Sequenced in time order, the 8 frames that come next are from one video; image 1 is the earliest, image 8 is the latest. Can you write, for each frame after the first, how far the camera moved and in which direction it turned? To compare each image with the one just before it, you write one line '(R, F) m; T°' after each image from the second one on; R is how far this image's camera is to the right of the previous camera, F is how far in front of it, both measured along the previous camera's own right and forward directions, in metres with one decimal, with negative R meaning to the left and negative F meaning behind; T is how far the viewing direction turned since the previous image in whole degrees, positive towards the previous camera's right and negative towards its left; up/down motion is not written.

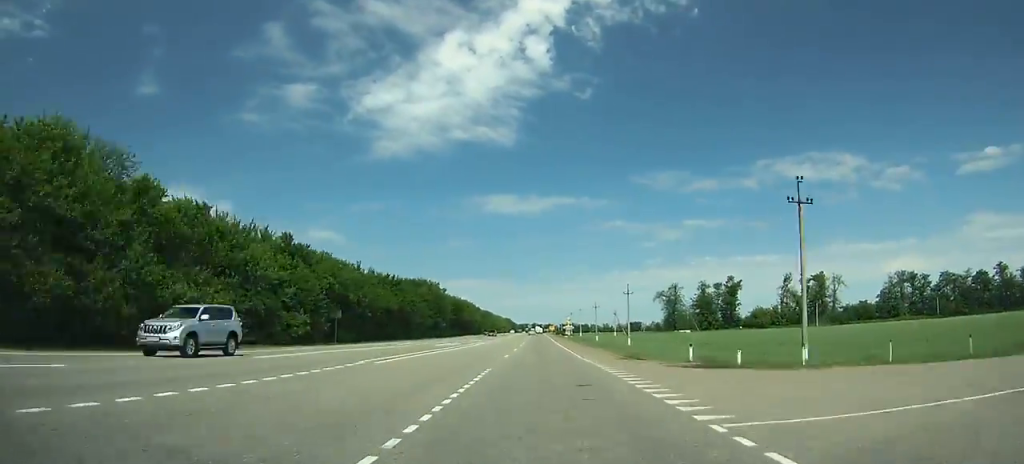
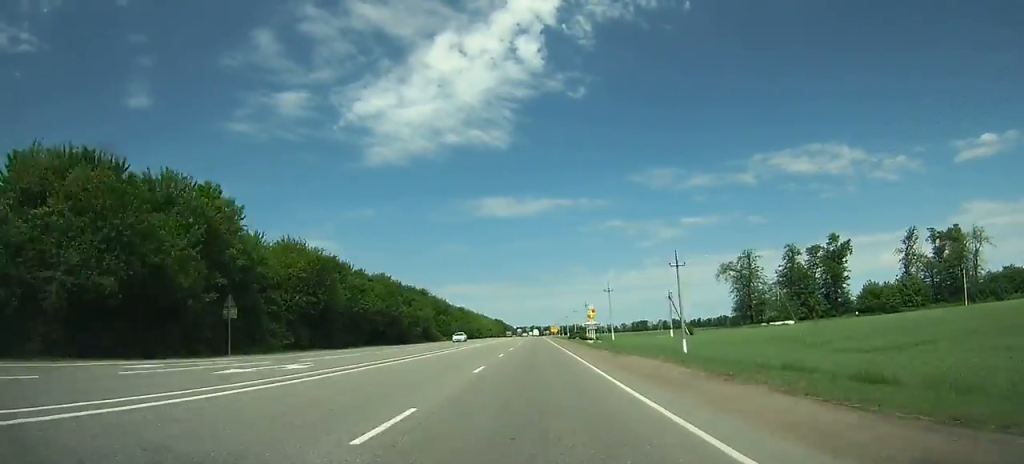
(-0.1, +76.8) m; 0°
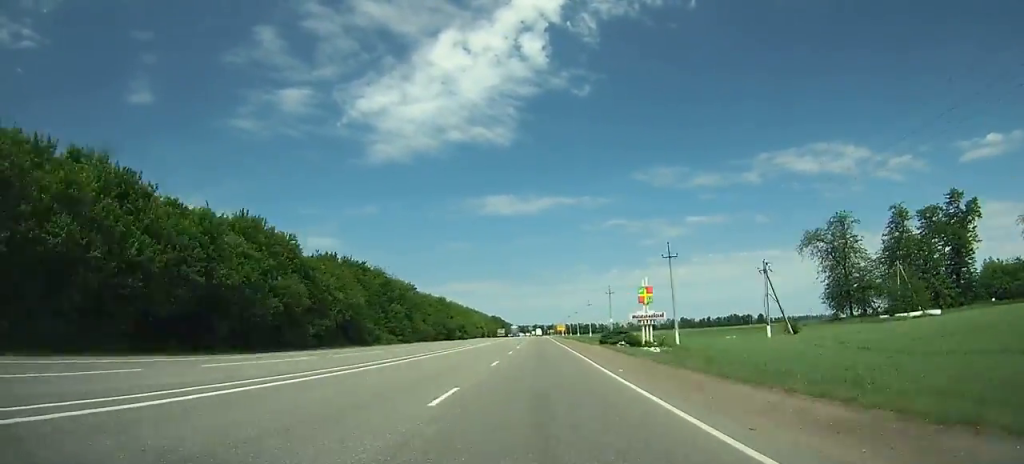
(-0.1, +41.5) m; 0°
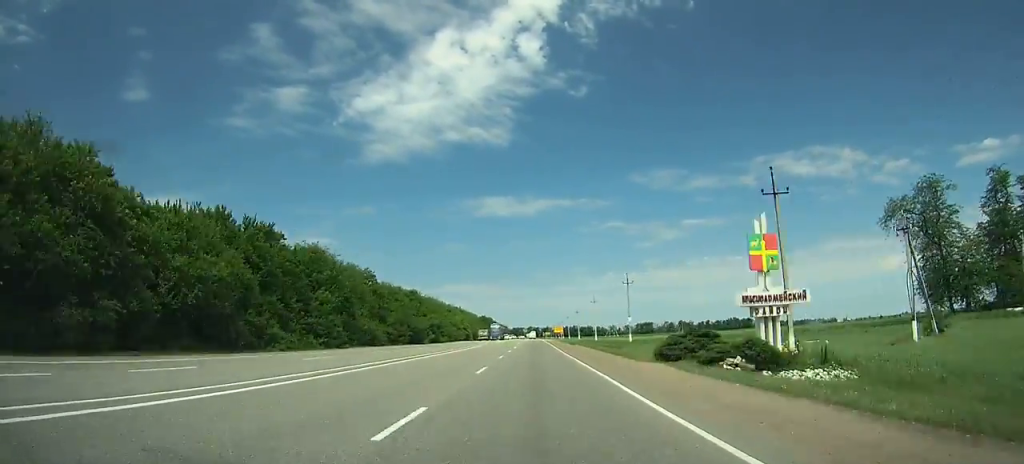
(0.0, +26.8) m; 0°
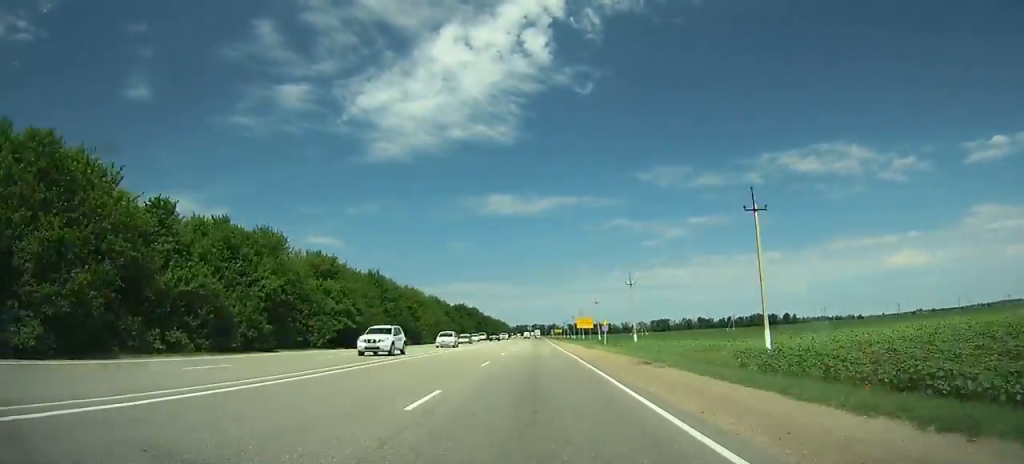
(-0.1, +91.5) m; 0°
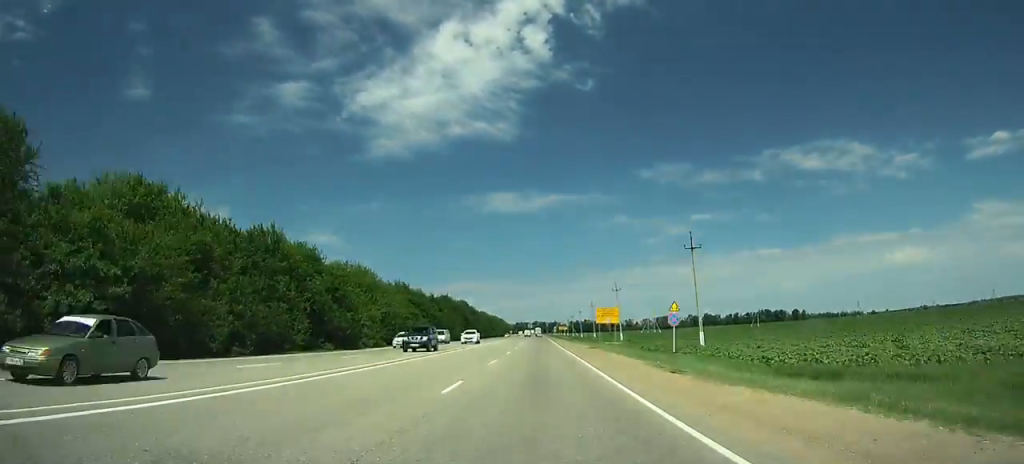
(0.0, +32.5) m; 0°
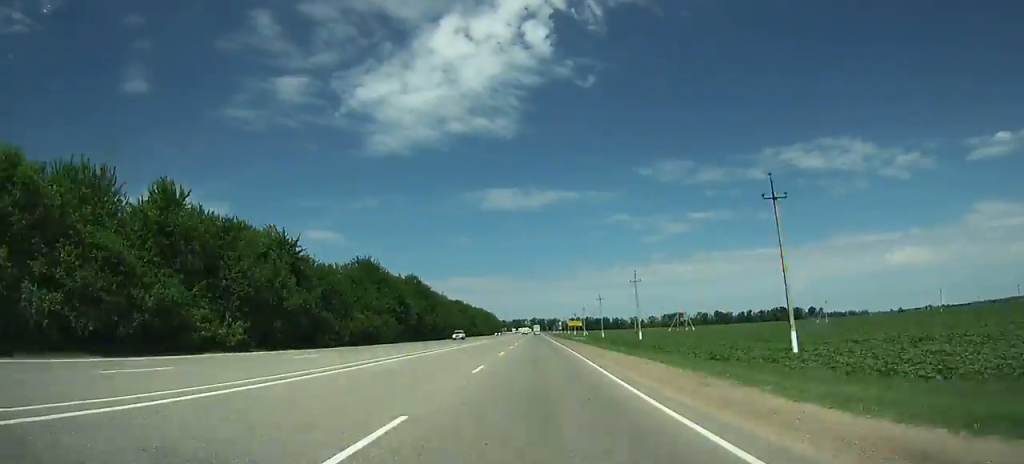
(0.0, +66.0) m; 0°
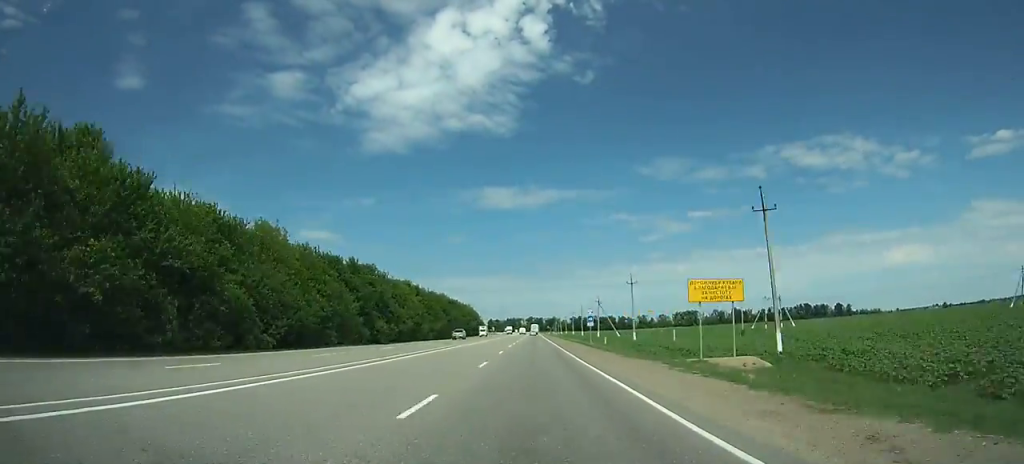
(+0.2, +92.9) m; 0°
